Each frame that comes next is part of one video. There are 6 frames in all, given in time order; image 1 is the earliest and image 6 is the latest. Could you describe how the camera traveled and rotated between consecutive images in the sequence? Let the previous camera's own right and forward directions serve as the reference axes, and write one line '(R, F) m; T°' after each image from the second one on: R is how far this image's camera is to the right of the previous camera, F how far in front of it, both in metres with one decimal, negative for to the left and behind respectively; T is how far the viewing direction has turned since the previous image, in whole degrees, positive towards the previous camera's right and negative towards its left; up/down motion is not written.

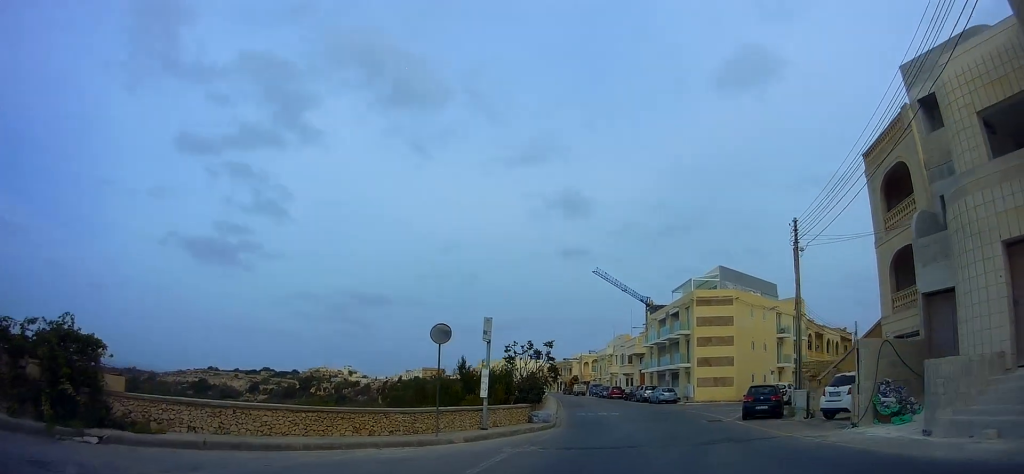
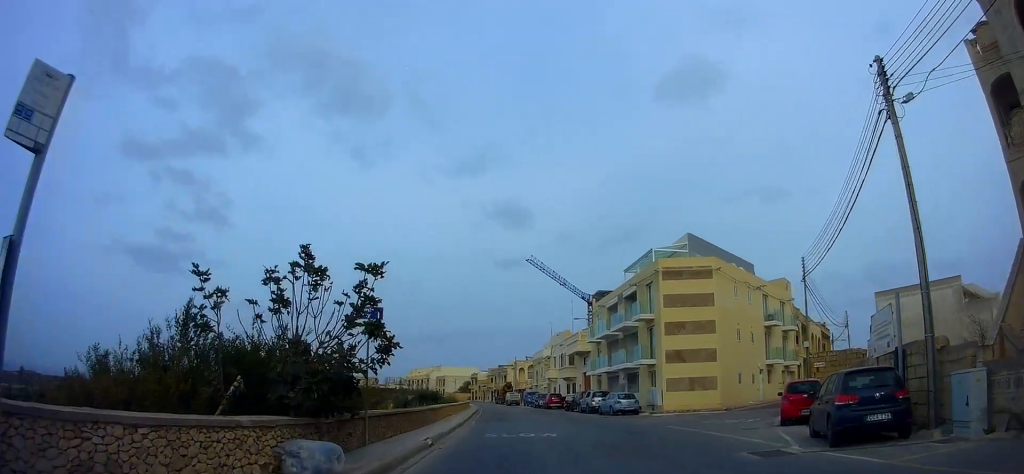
(+1.0, +13.2) m; +5°
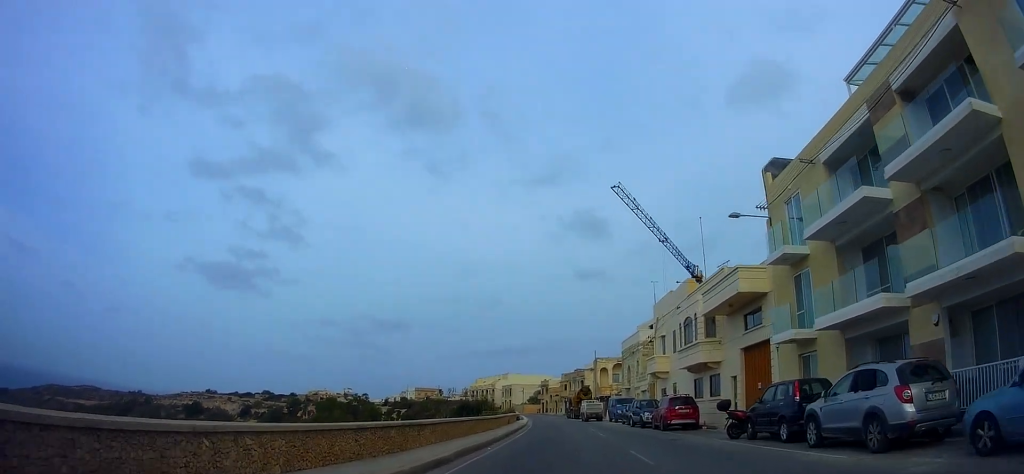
(-0.8, +28.5) m; -6°
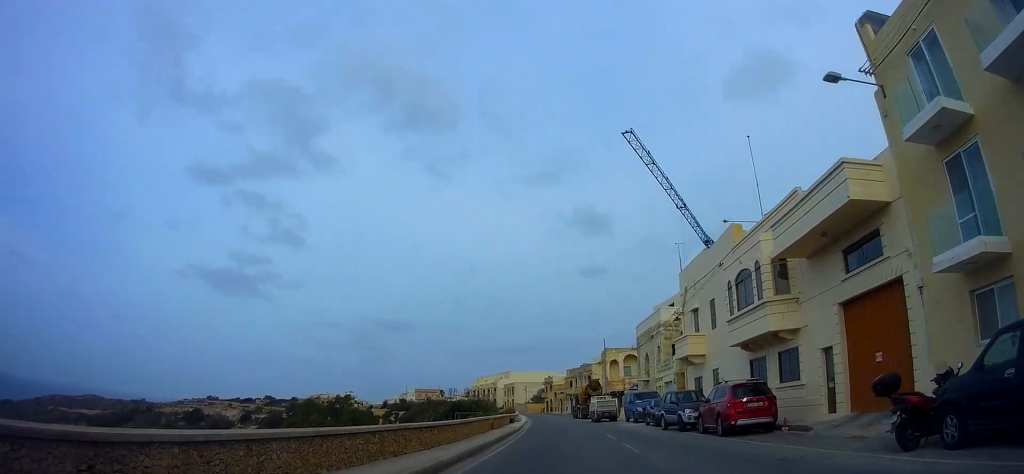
(-0.4, +9.0) m; 0°
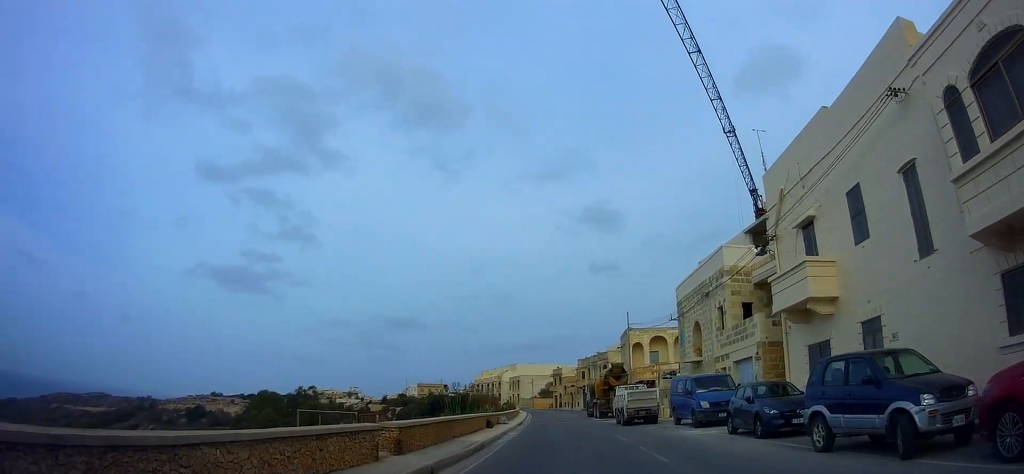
(+0.6, +14.2) m; 0°
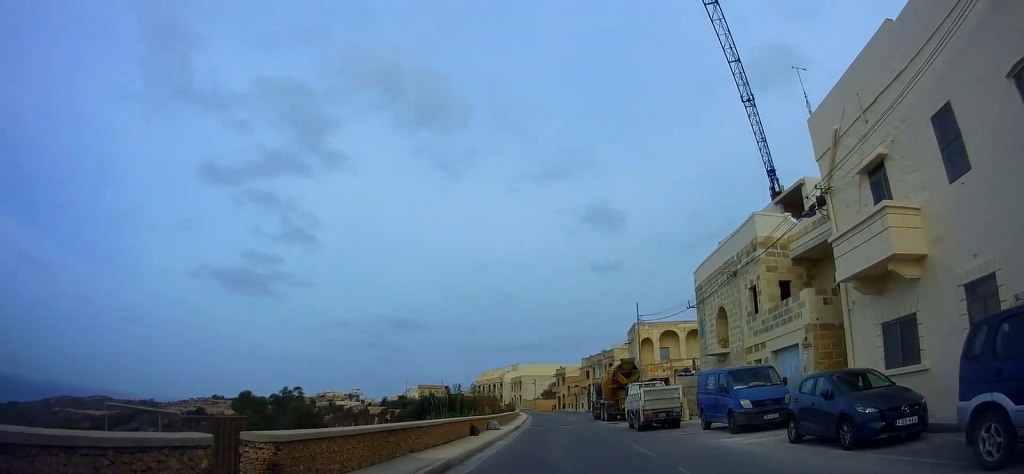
(0.0, +4.4) m; -1°
